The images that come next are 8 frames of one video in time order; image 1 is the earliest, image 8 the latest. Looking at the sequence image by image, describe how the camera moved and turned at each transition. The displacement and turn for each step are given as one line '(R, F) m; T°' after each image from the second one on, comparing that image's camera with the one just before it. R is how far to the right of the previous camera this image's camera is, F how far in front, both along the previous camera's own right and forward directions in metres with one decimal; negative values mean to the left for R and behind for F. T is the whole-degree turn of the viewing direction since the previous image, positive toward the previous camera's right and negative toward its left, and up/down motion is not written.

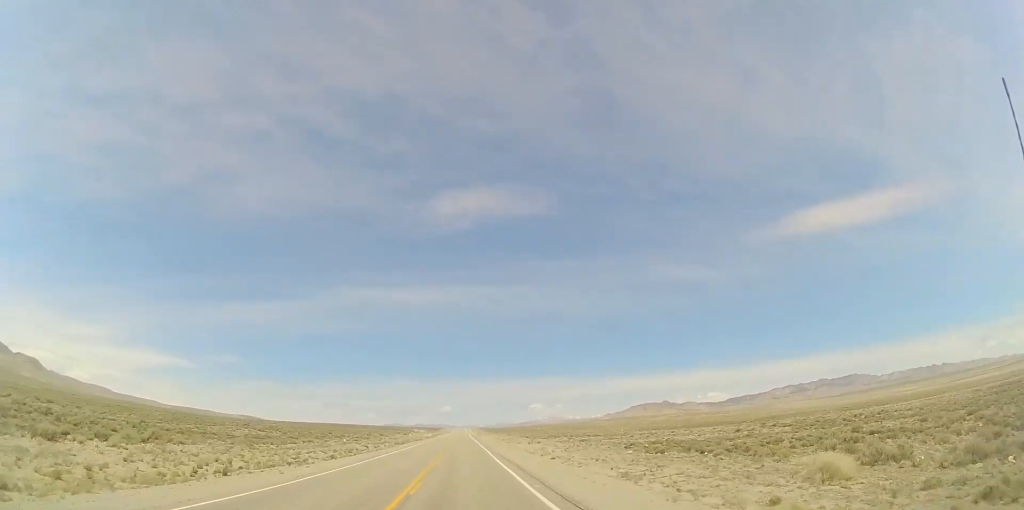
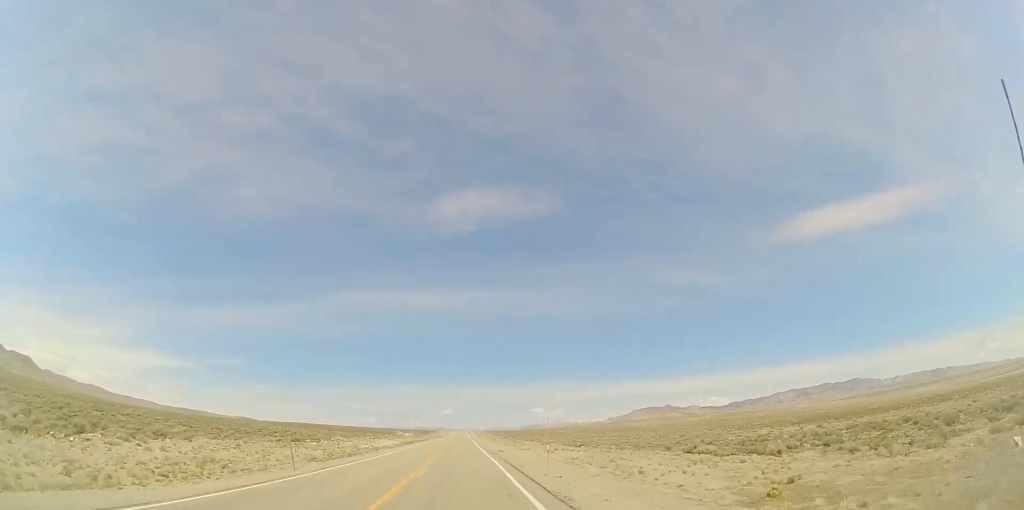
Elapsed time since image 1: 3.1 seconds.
(+0.2, +93.5) m; 0°
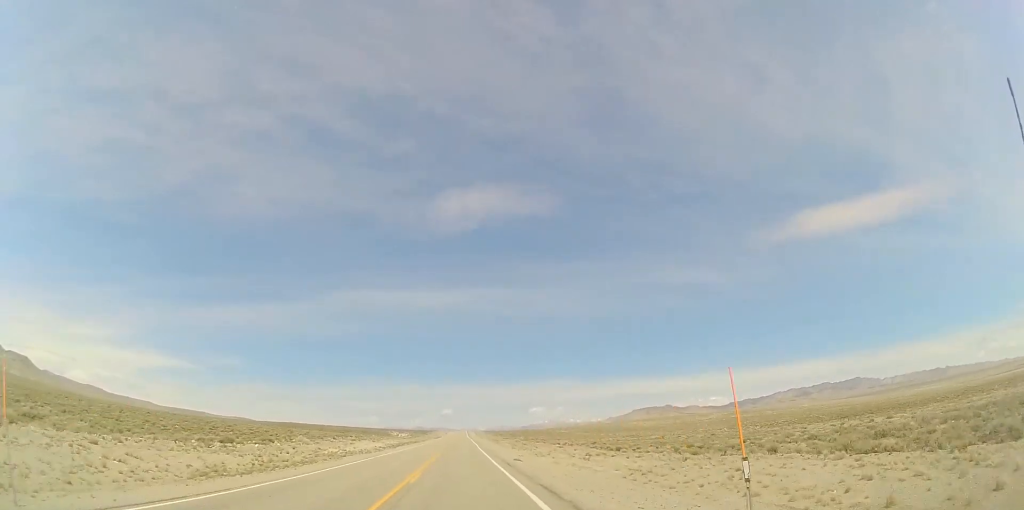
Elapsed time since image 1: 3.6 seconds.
(+0.2, +14.9) m; 0°
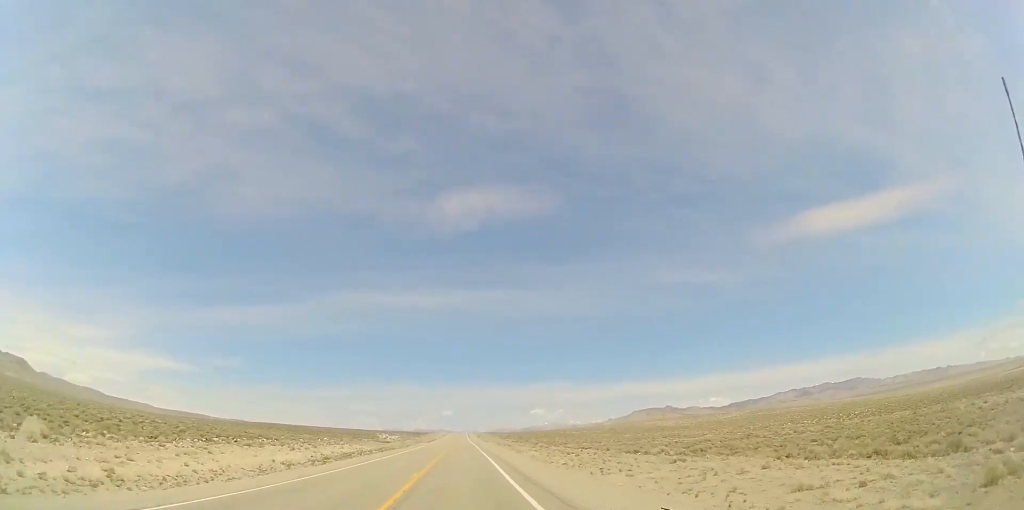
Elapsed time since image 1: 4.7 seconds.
(-0.4, +34.7) m; 0°
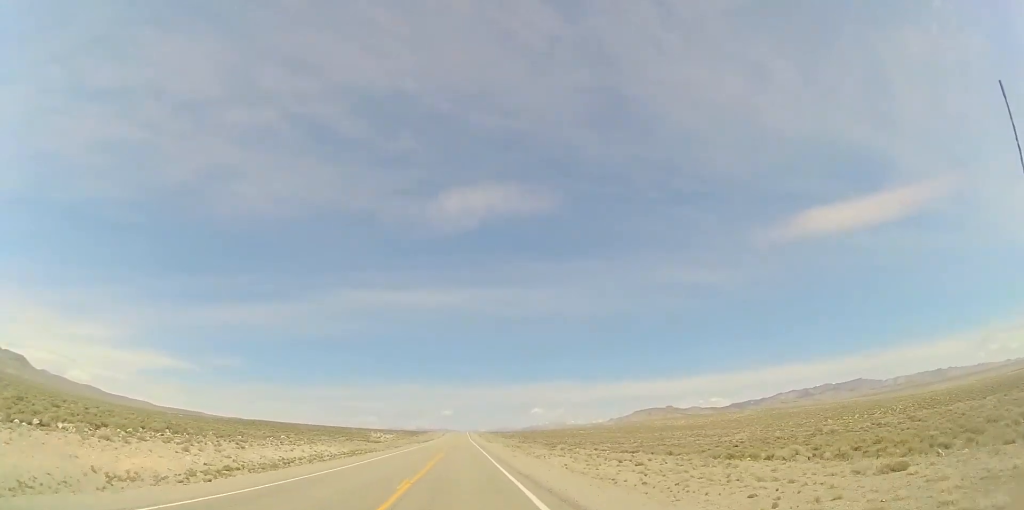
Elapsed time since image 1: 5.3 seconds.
(+0.1, +15.8) m; 0°
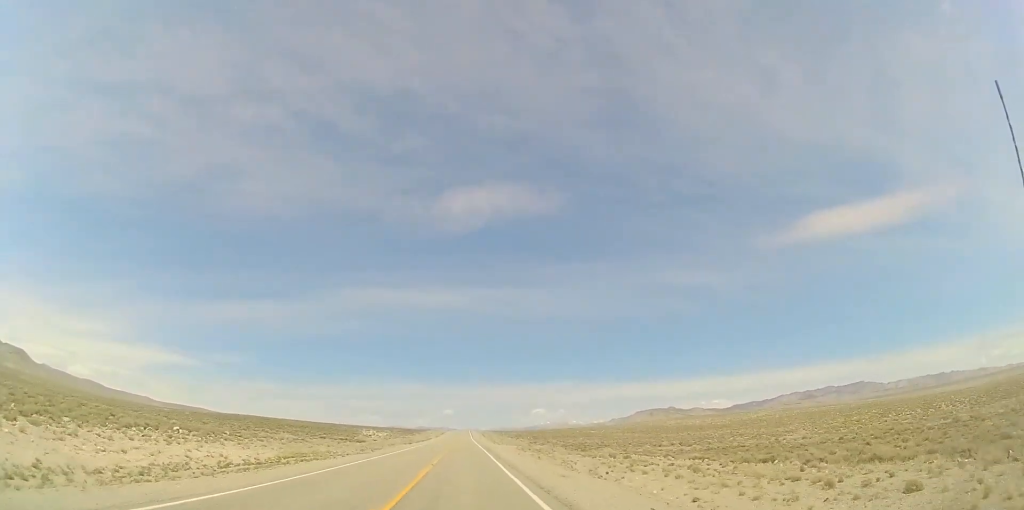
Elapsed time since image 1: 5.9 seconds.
(+0.4, +19.8) m; 0°
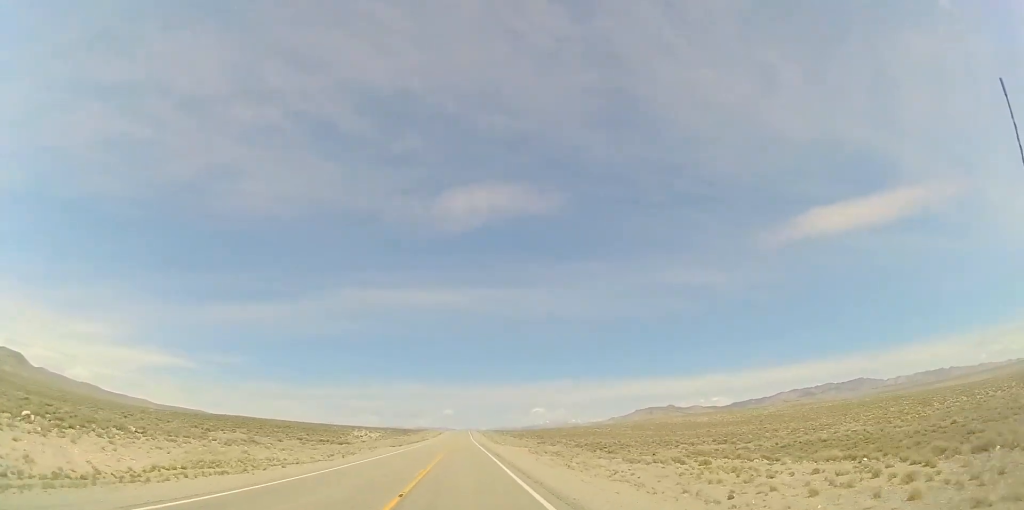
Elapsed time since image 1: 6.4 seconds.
(-0.3, +12.8) m; 0°
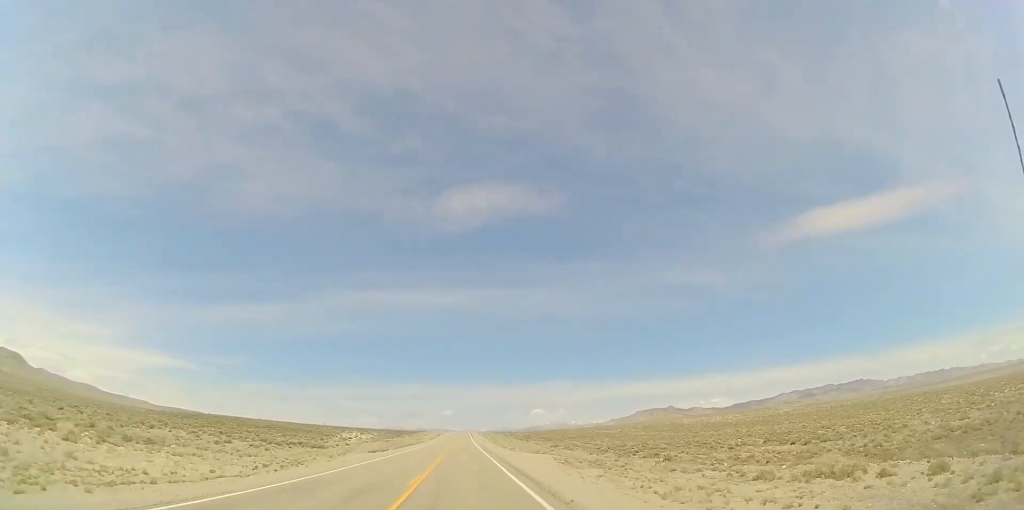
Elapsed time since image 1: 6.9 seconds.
(-0.2, +14.8) m; 0°
